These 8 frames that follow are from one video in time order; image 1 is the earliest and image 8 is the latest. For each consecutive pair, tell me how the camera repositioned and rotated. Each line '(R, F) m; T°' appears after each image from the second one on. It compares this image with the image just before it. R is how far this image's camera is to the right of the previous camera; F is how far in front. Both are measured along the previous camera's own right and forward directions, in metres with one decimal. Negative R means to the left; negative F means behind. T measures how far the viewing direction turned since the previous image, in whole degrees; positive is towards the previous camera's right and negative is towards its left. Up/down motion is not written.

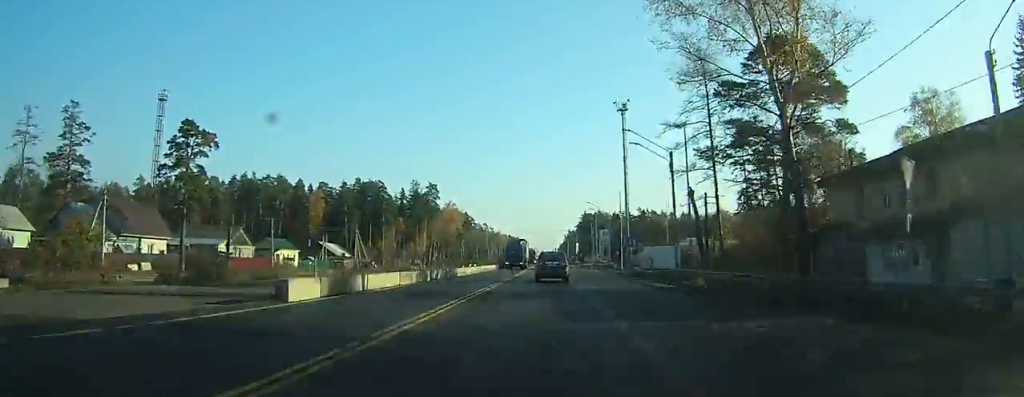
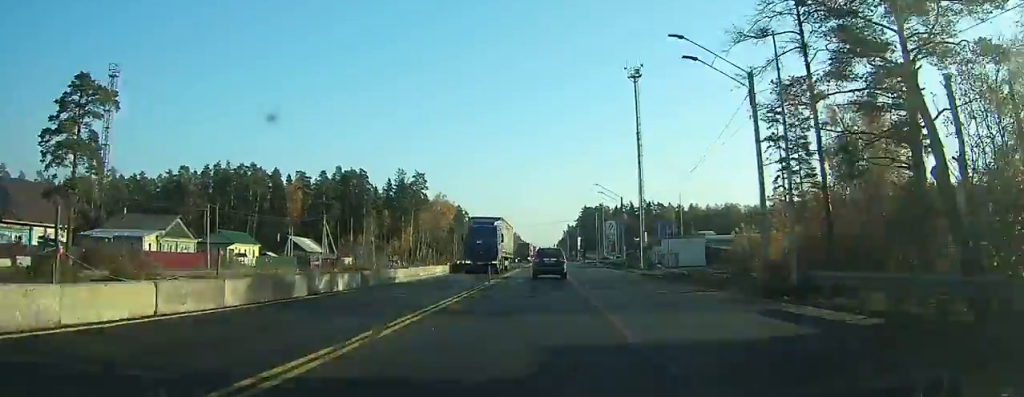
(0.0, +17.3) m; 0°
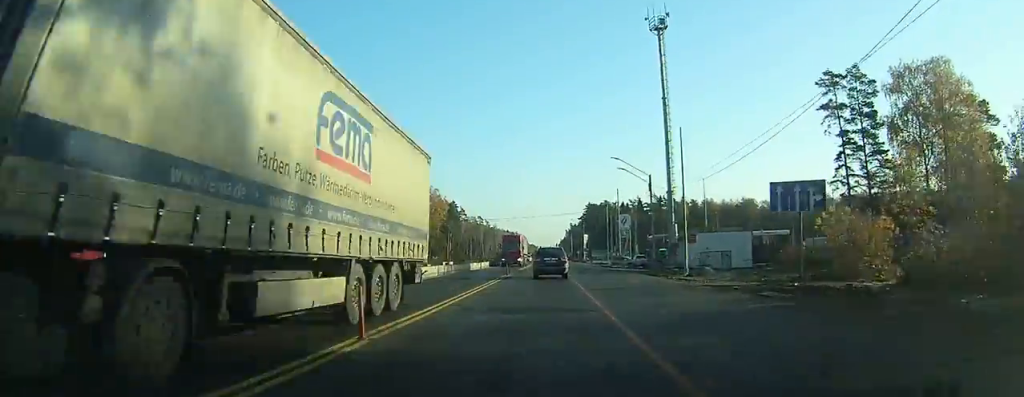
(-0.1, +19.2) m; 0°
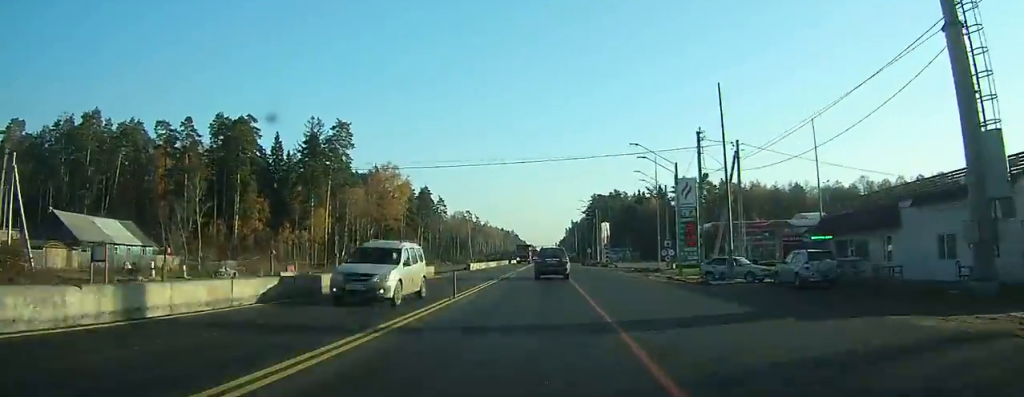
(-0.1, +50.1) m; 0°
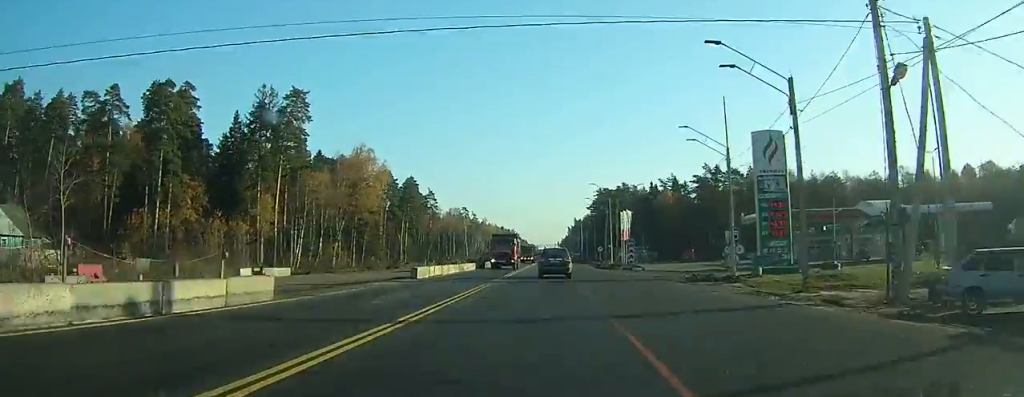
(0.0, +22.2) m; 0°
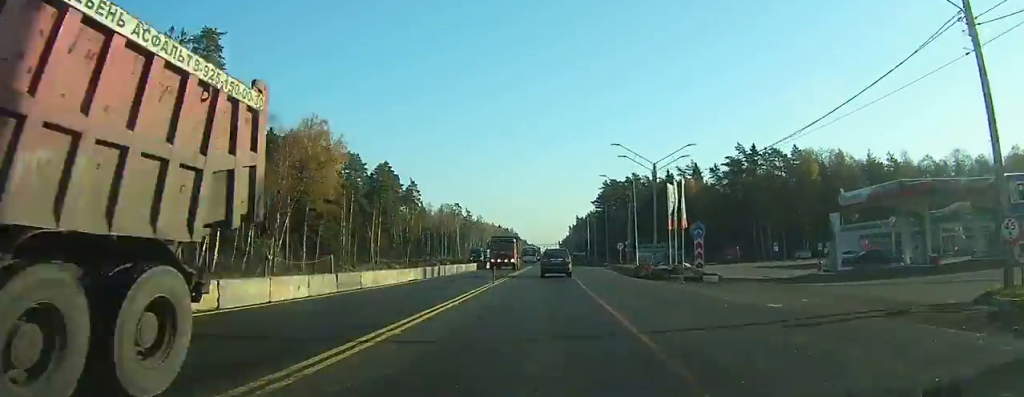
(-0.1, +26.6) m; 0°
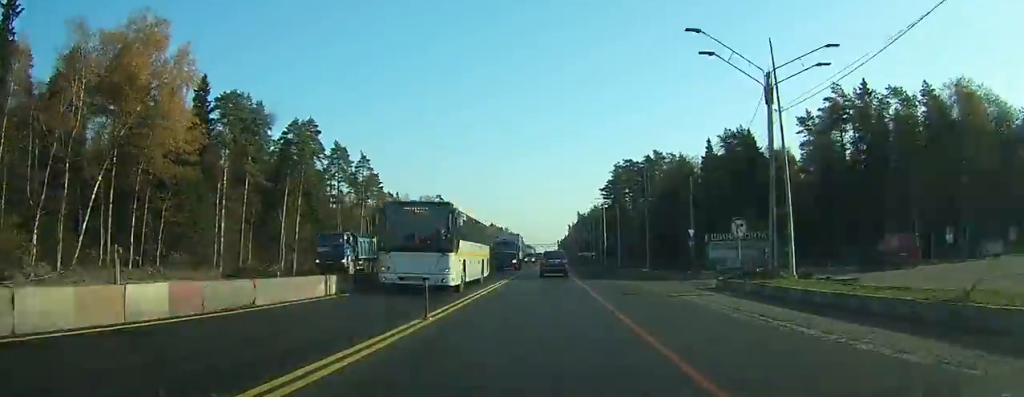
(+0.1, +43.6) m; 0°
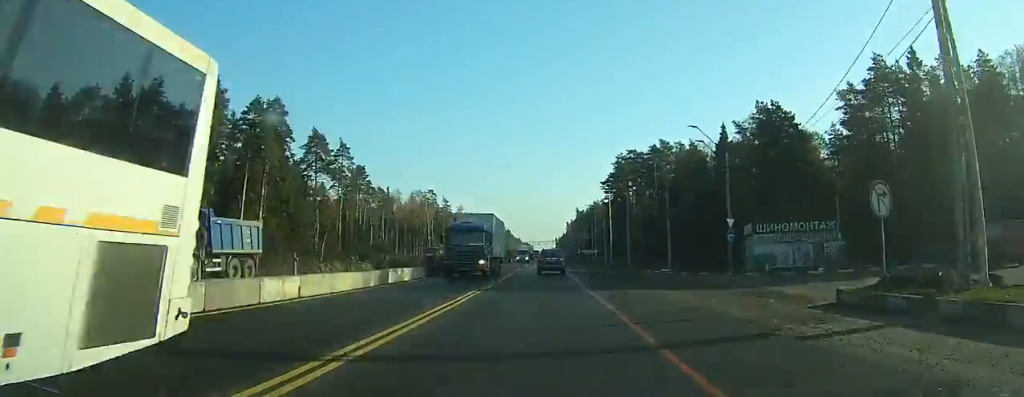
(0.0, +11.5) m; 0°
